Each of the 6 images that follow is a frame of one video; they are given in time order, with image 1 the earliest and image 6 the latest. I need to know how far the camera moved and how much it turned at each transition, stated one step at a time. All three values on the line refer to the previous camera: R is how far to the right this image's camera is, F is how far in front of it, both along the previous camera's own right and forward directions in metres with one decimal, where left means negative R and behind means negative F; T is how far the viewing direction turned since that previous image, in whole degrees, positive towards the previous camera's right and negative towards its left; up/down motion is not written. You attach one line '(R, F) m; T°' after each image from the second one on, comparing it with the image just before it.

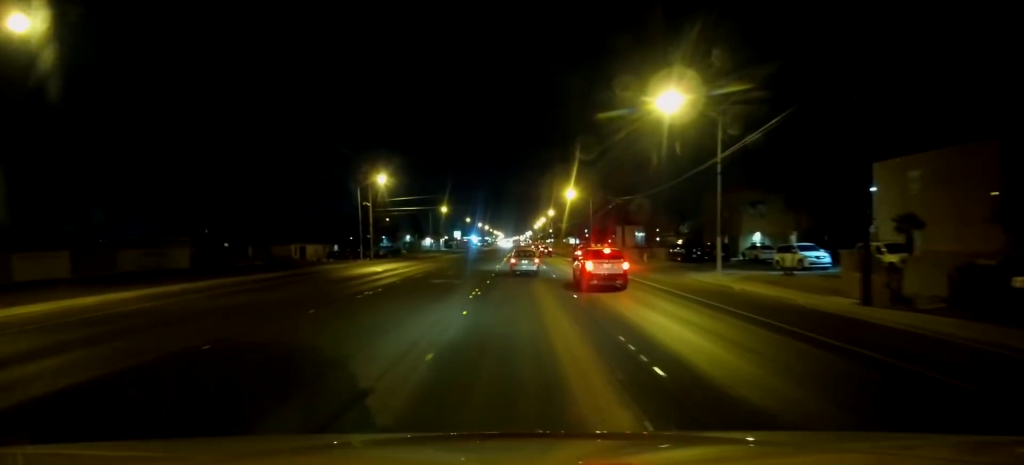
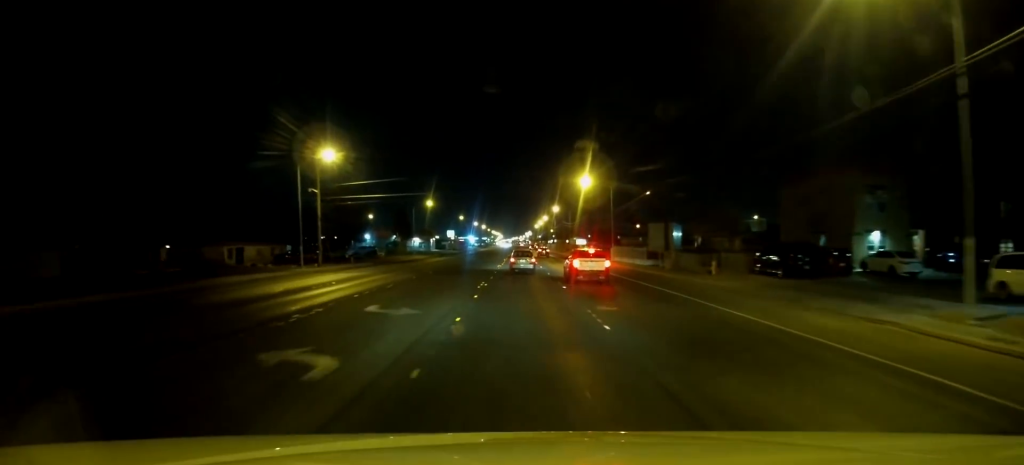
(-0.2, +19.8) m; -1°
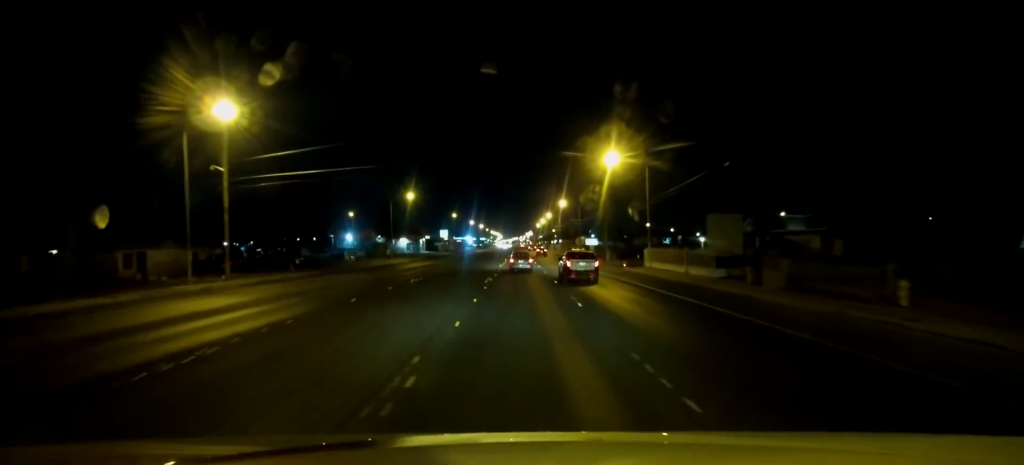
(0.0, +18.7) m; 0°
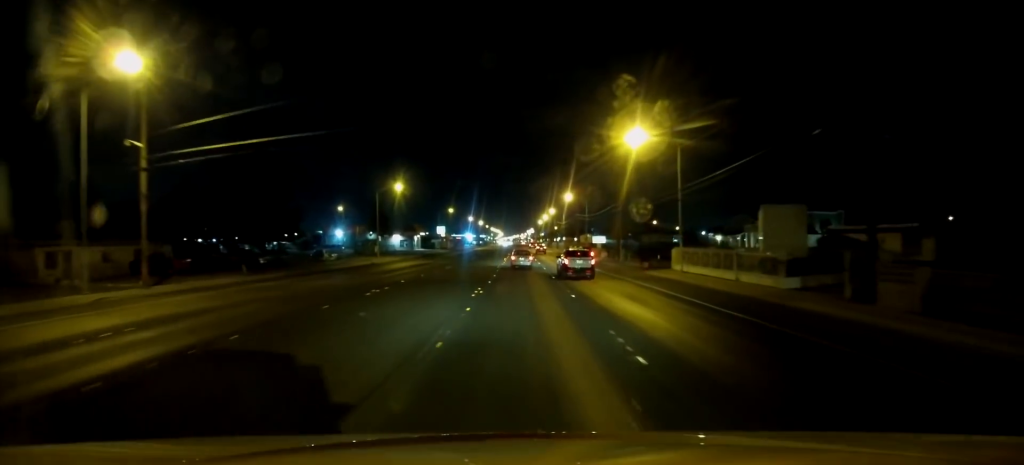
(0.0, +9.5) m; 0°
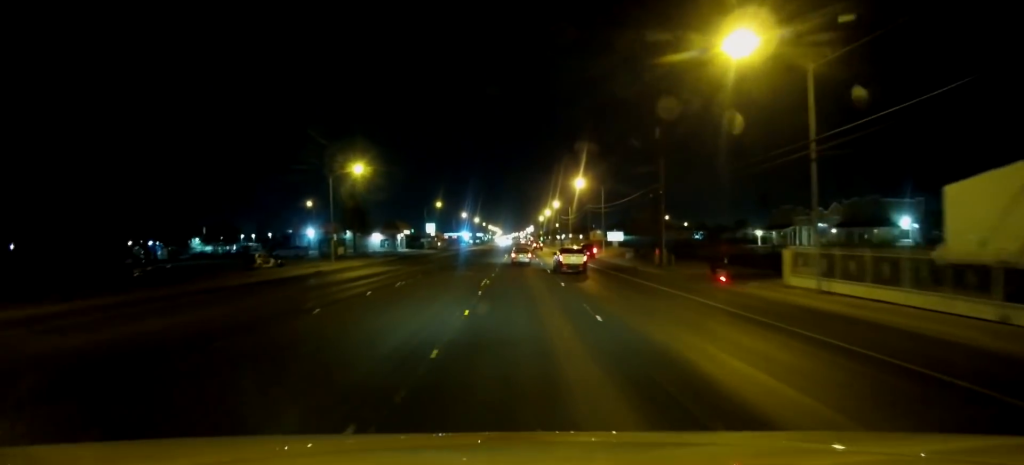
(+0.2, +19.2) m; +1°
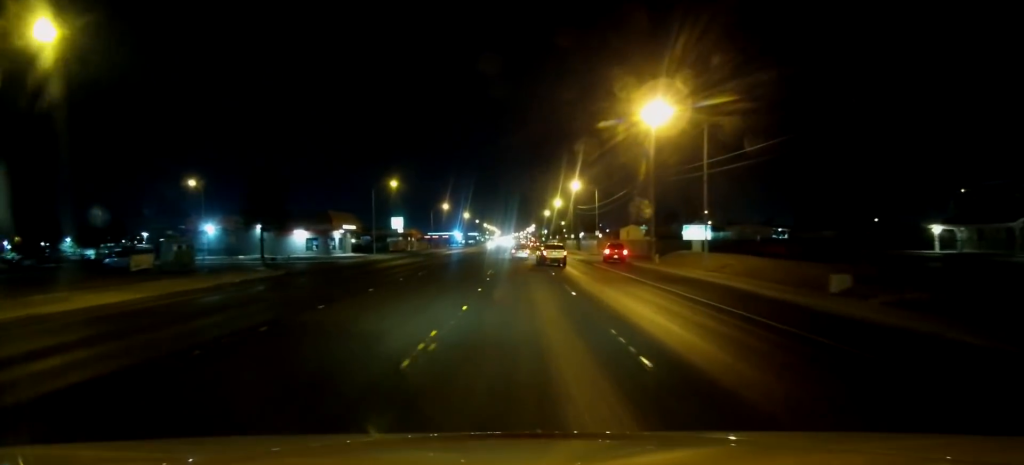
(+0.9, +40.3) m; +1°
